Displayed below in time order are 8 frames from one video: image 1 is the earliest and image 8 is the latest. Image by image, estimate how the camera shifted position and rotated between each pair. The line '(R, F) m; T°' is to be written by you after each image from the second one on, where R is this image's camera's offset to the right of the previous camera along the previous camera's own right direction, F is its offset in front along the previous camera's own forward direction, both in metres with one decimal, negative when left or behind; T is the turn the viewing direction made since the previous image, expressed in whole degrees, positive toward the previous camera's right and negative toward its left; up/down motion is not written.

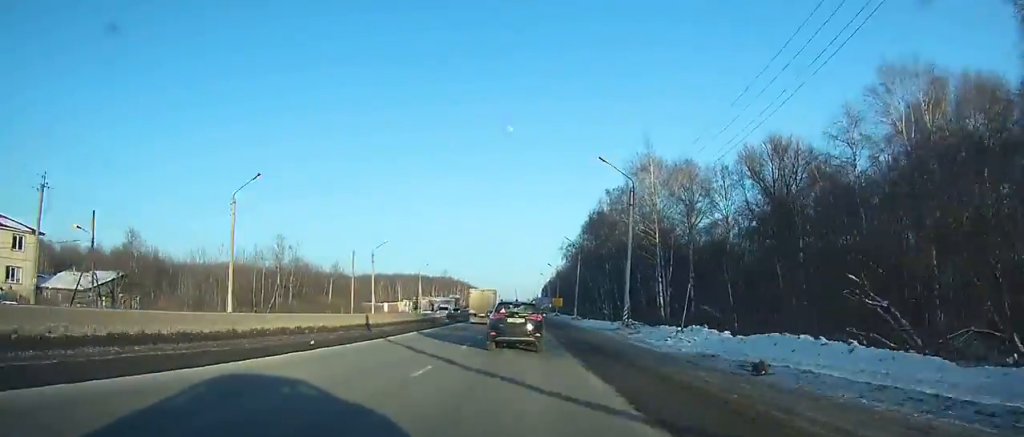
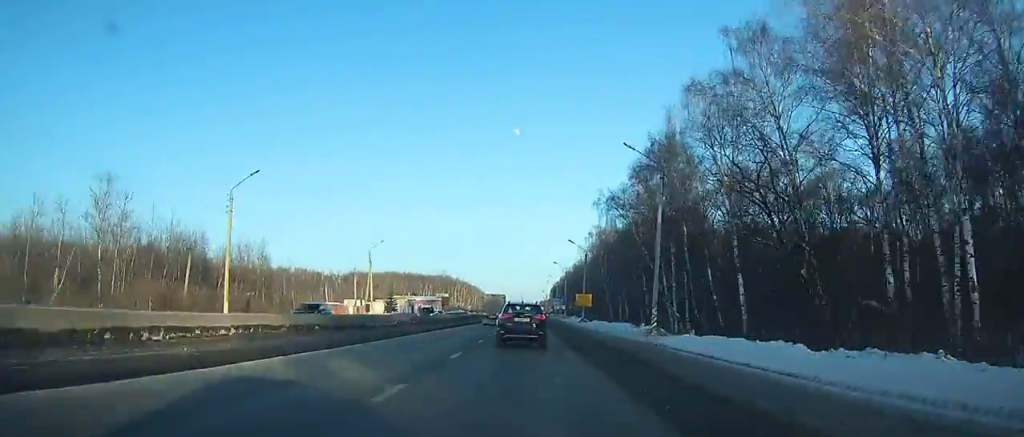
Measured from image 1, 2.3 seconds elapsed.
(-0.1, +45.7) m; 0°
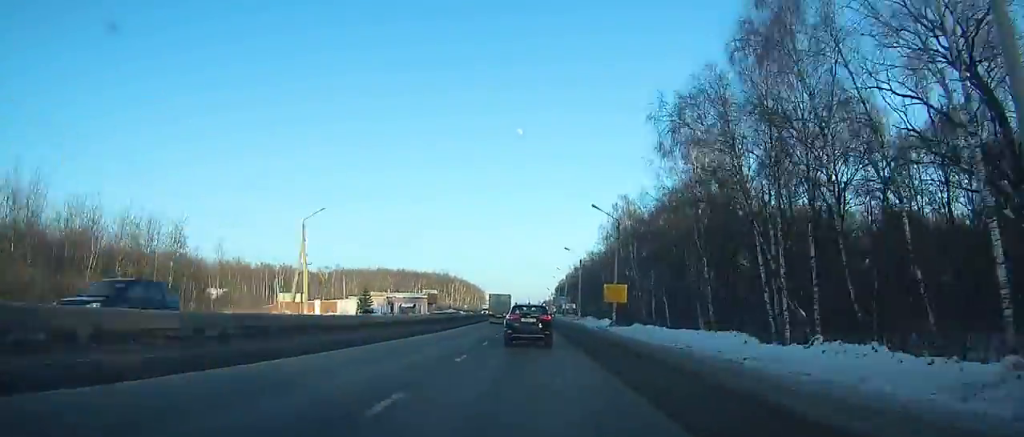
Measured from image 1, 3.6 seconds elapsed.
(0.0, +26.5) m; 0°
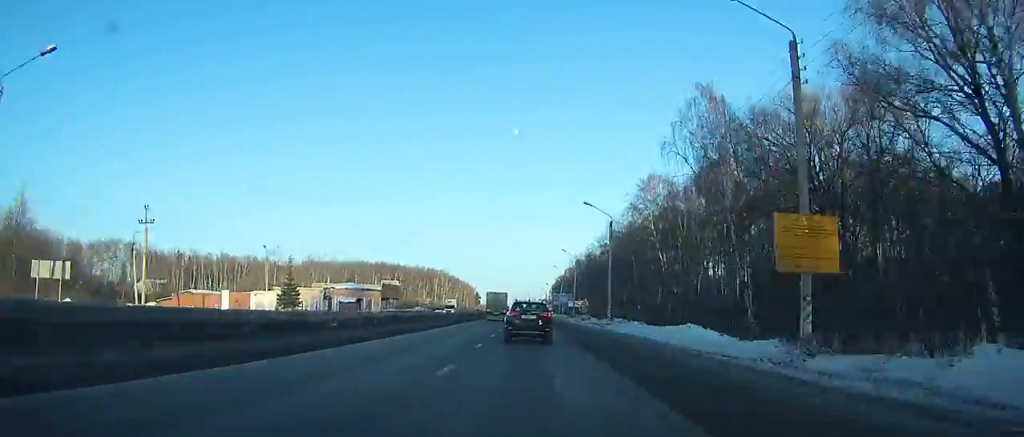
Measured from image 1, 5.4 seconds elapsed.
(-0.1, +38.9) m; 0°
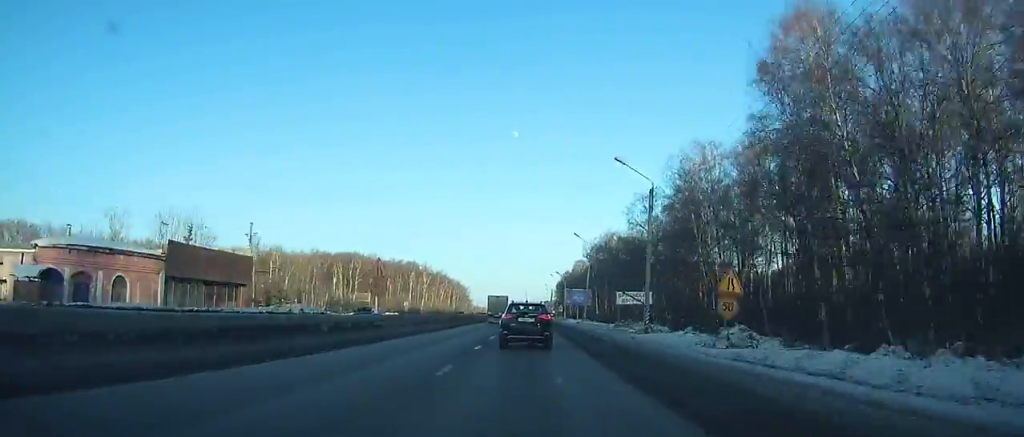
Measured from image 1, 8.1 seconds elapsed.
(+0.1, +58.1) m; 0°
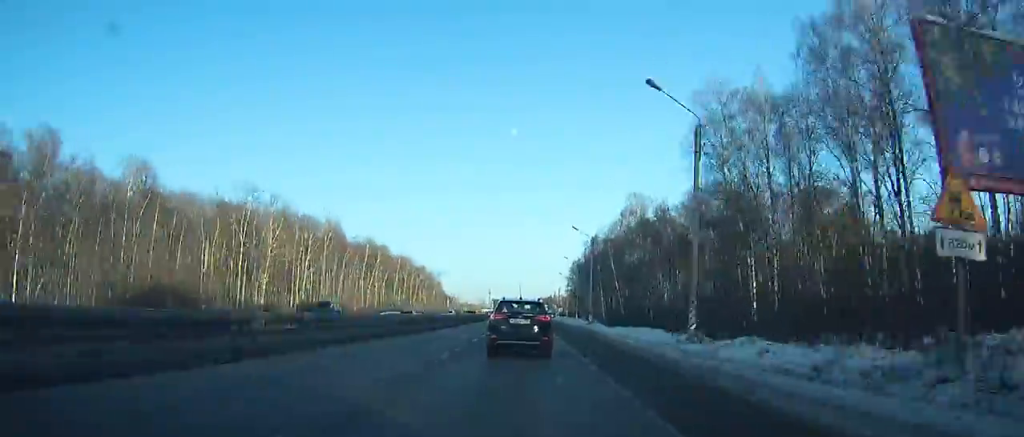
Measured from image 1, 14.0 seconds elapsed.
(+0.2, +122.8) m; 0°
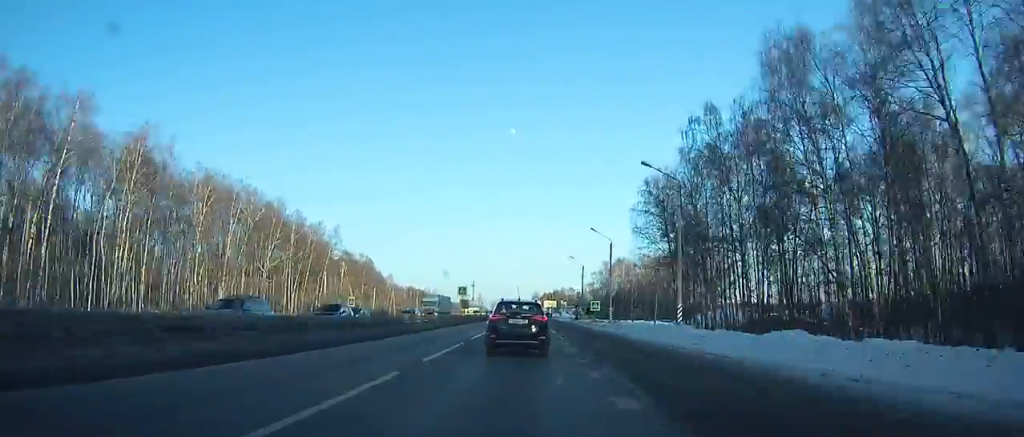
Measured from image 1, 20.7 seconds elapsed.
(+0.4, +137.4) m; 0°
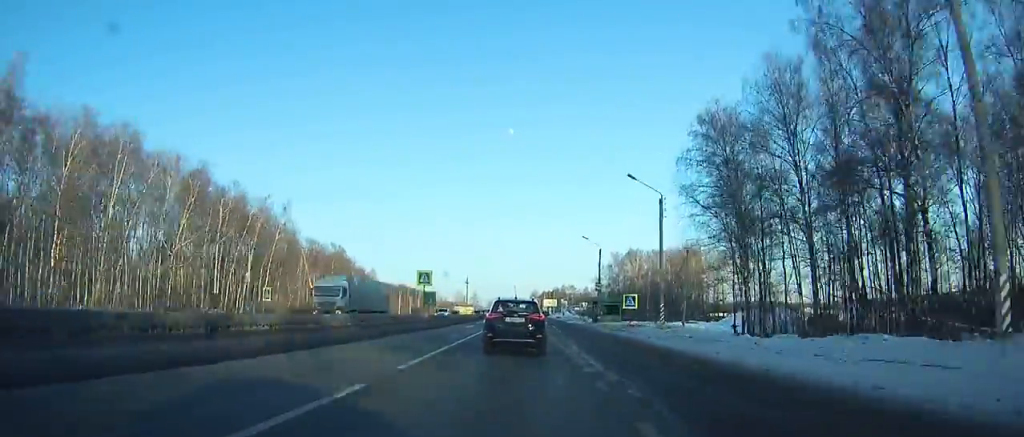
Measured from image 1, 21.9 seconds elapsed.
(0.0, +25.6) m; 0°
